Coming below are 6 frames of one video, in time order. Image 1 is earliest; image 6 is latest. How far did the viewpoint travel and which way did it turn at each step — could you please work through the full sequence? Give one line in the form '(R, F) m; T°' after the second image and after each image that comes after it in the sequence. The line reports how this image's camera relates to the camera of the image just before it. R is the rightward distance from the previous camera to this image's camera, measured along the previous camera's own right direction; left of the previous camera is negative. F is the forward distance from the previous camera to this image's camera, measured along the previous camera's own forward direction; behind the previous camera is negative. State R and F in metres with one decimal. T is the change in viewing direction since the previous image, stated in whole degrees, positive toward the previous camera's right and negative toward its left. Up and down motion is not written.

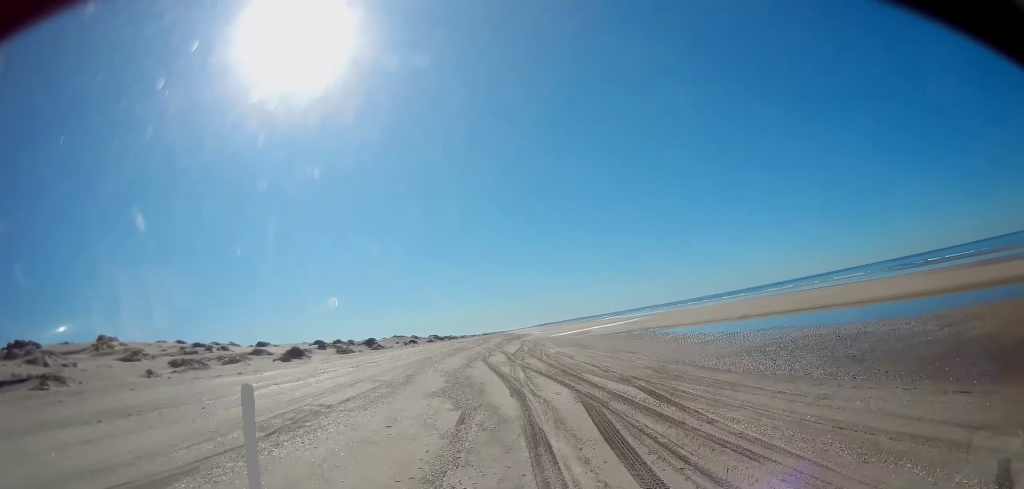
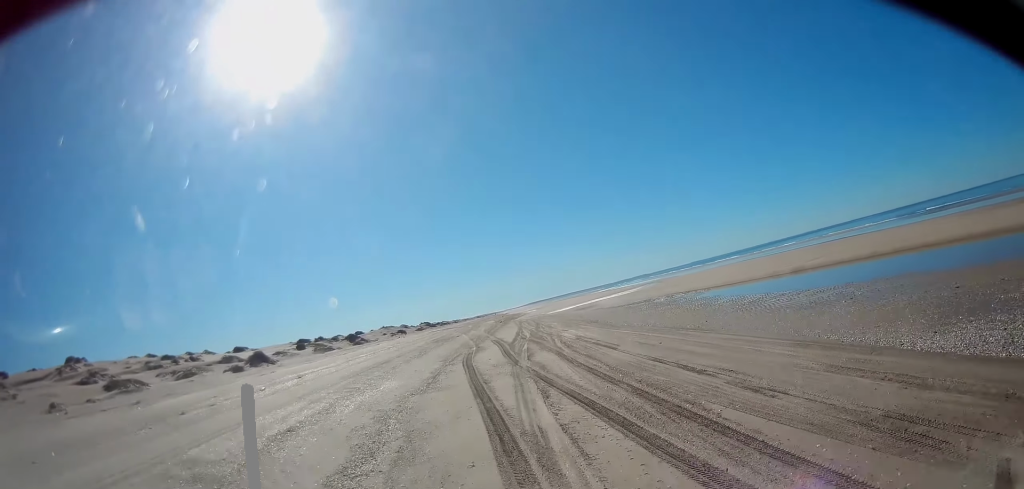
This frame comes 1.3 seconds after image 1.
(-0.5, +15.2) m; 0°
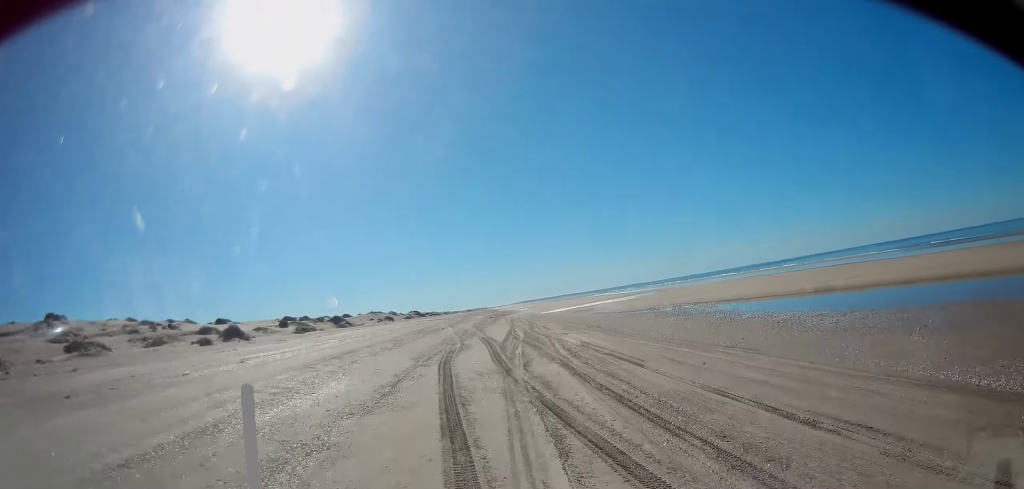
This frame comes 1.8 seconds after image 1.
(+0.3, +5.3) m; +1°
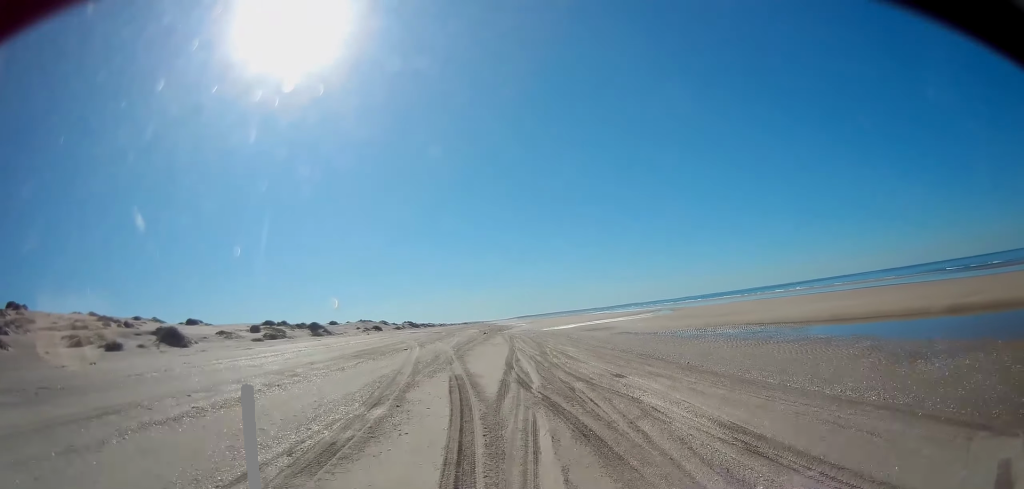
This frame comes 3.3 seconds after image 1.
(+0.4, +17.1) m; +1°
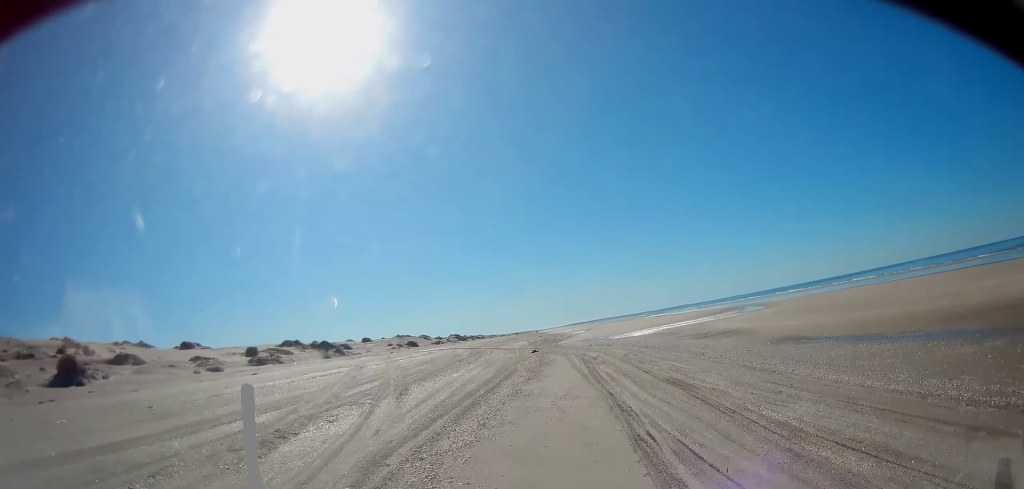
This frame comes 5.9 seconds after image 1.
(-1.3, +28.5) m; -4°
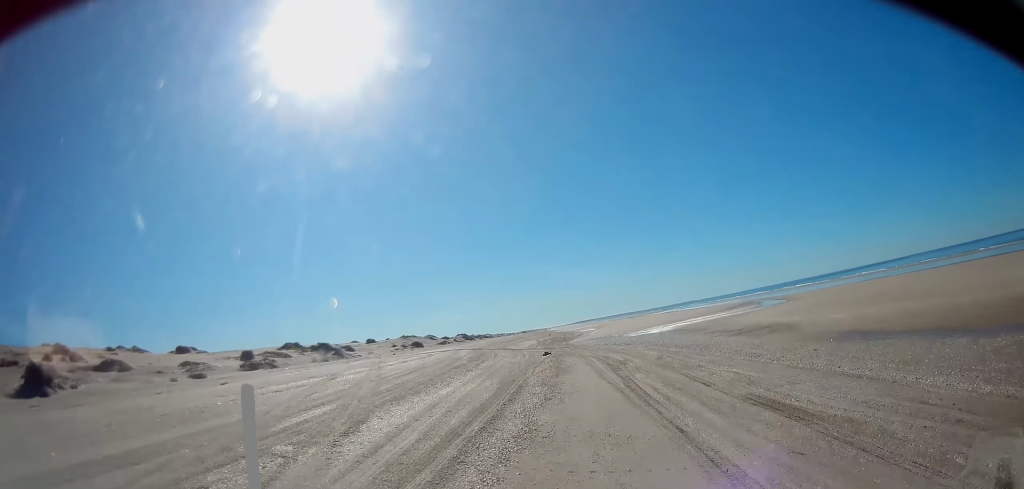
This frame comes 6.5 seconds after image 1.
(0.0, +6.0) m; 0°
